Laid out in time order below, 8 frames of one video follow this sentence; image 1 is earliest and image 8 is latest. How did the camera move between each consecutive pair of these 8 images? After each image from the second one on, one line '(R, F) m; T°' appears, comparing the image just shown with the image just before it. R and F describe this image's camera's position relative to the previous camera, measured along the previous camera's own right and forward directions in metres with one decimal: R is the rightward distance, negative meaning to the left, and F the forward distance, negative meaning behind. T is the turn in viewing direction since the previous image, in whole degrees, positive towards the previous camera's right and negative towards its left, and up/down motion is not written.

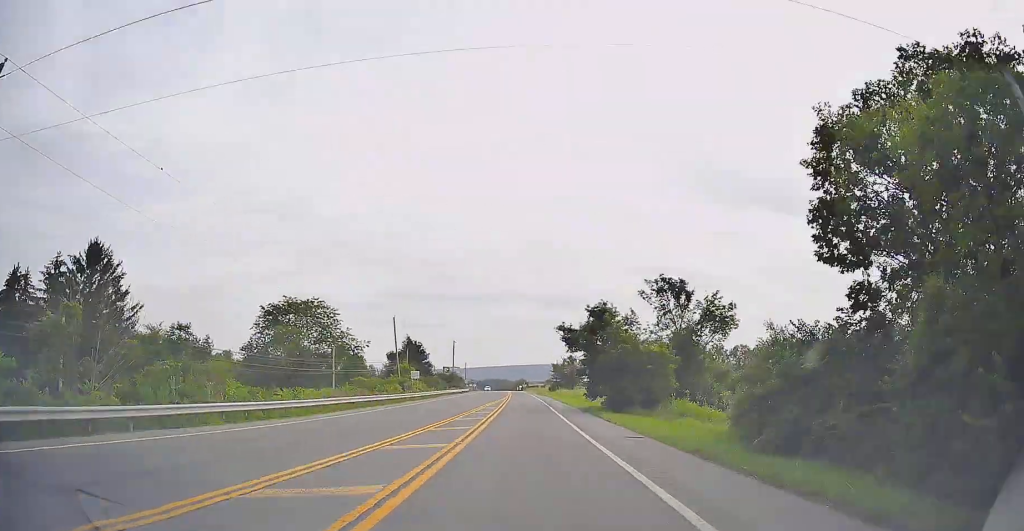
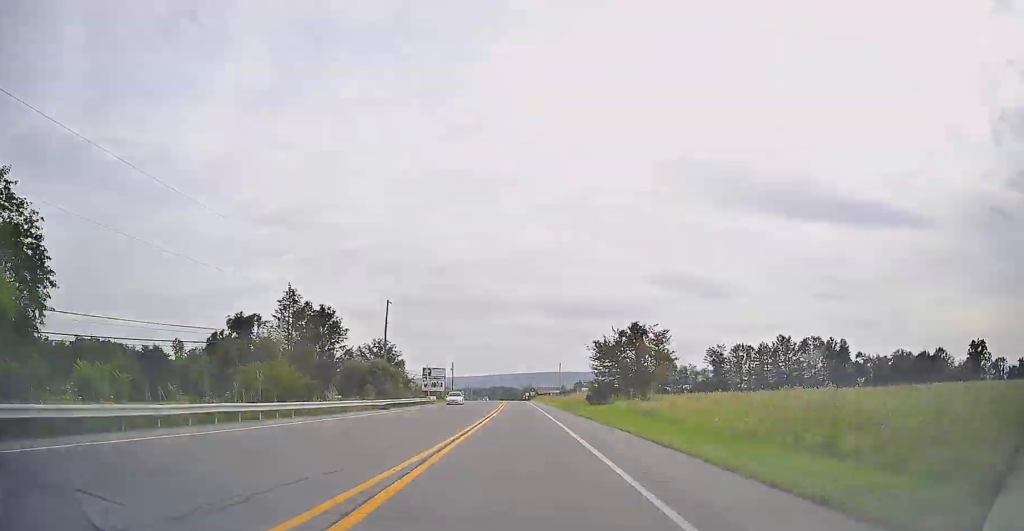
(-0.1, +60.1) m; -1°
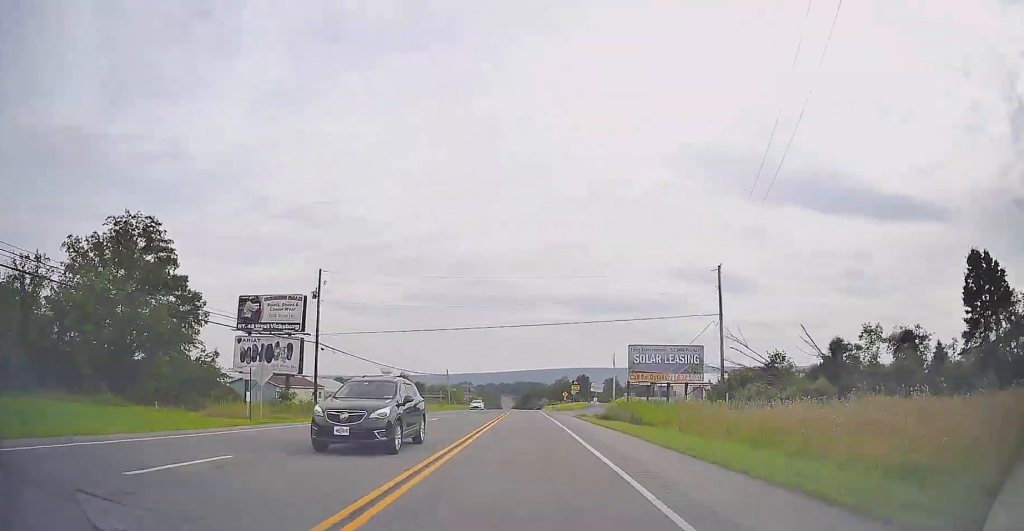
(-3.5, +129.8) m; -2°
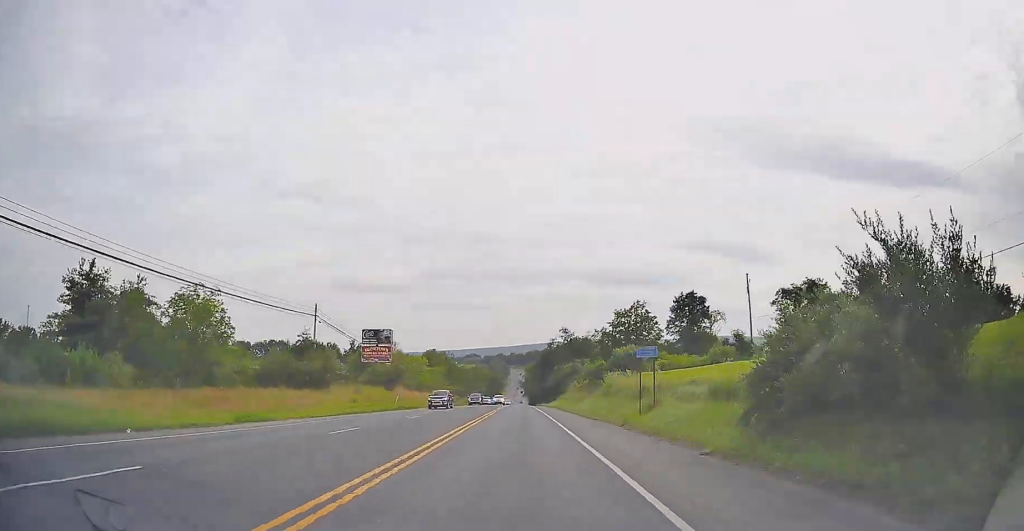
(-2.6, +179.7) m; -2°
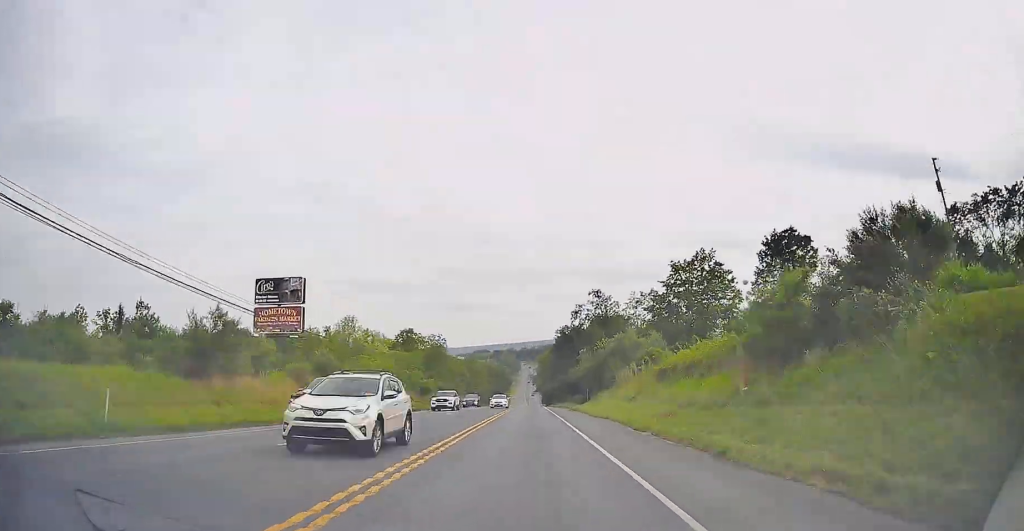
(-0.1, +40.2) m; 0°
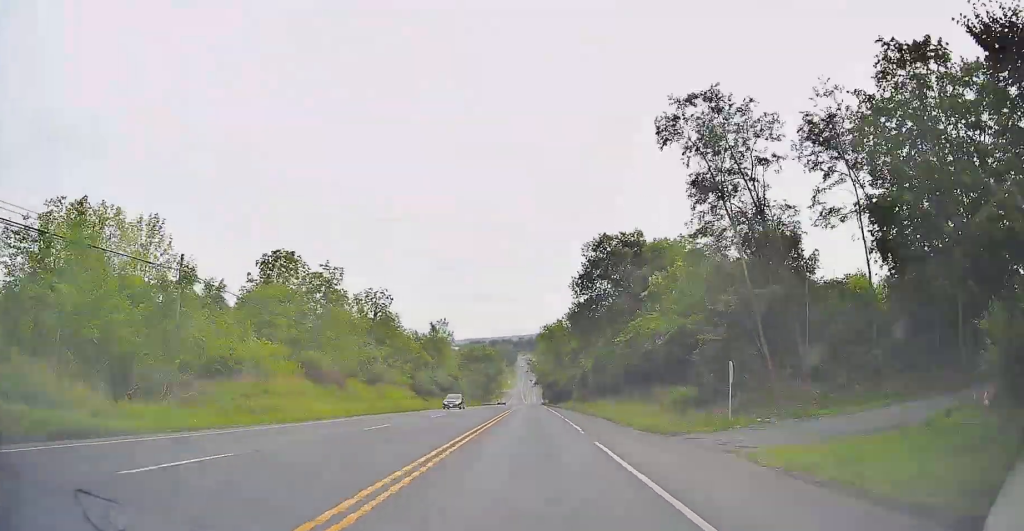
(-0.5, +54.4) m; 0°
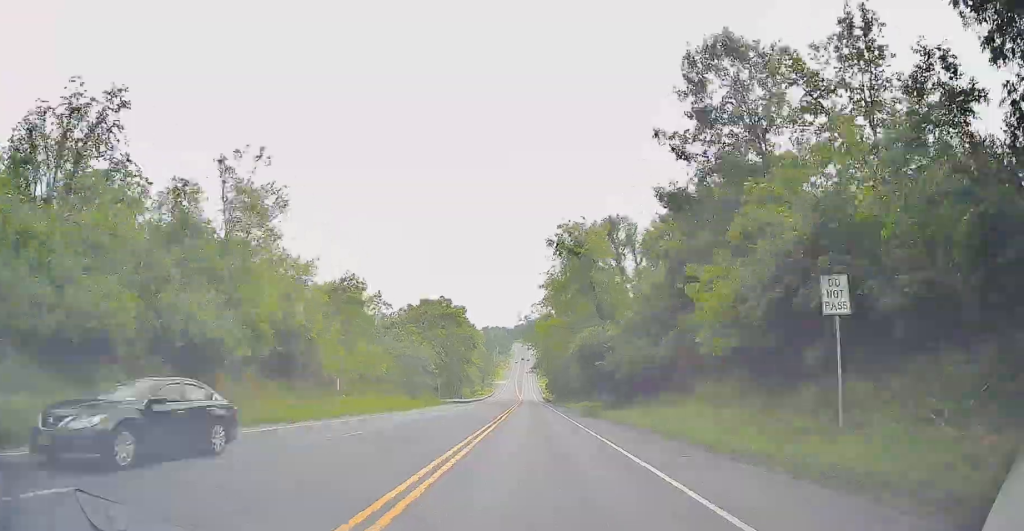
(+0.1, +61.5) m; 0°
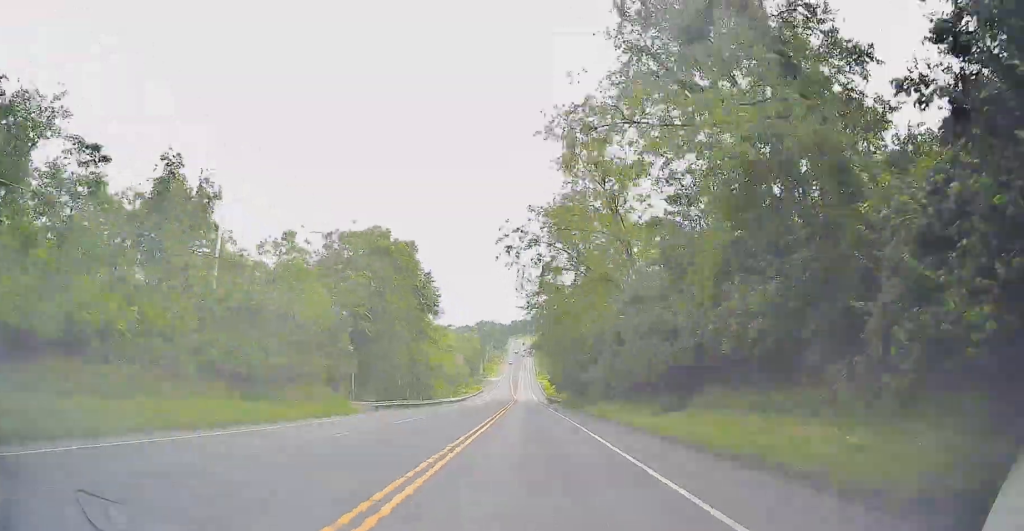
(+0.1, +36.0) m; 0°
